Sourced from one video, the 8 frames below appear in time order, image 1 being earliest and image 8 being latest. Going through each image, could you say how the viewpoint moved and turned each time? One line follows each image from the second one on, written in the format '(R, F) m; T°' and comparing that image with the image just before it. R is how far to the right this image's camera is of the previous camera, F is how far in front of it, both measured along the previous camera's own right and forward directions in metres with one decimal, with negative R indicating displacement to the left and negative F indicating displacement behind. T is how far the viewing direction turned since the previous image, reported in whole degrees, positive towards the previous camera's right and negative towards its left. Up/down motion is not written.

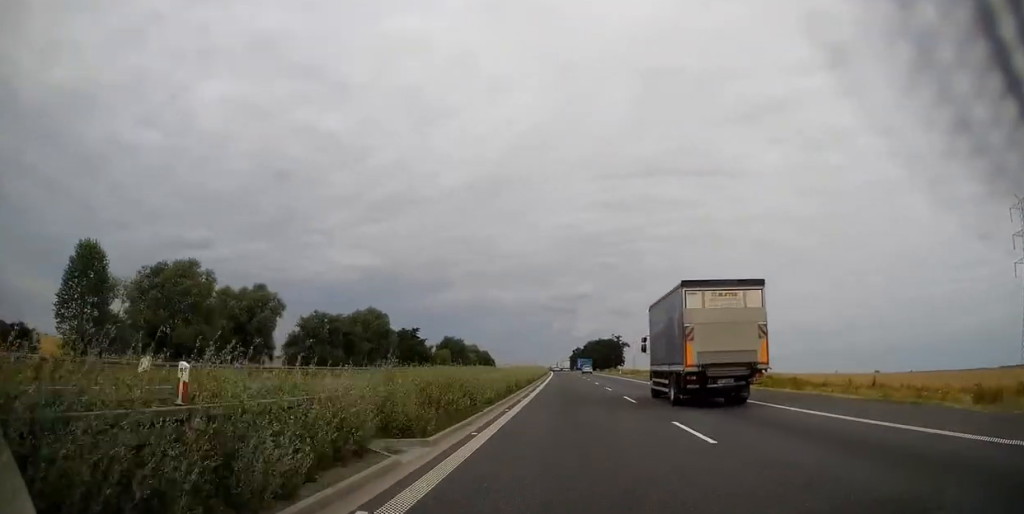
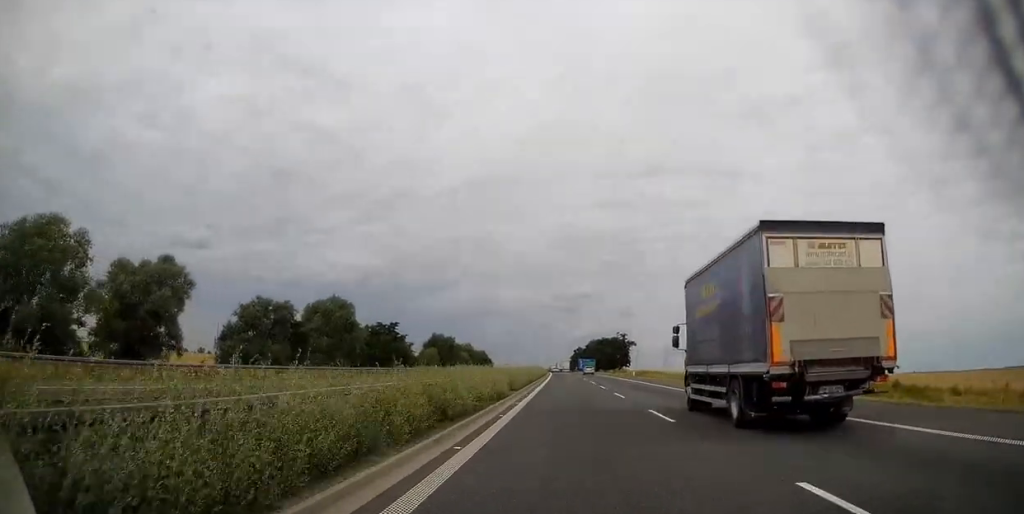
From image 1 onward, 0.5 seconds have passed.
(-0.1, +19.7) m; 0°
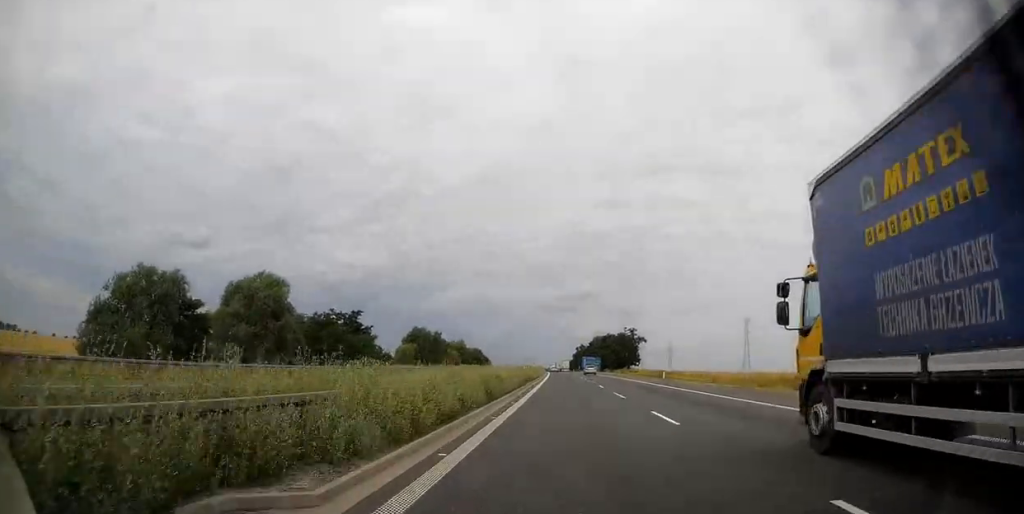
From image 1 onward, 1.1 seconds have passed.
(0.0, +25.0) m; 0°
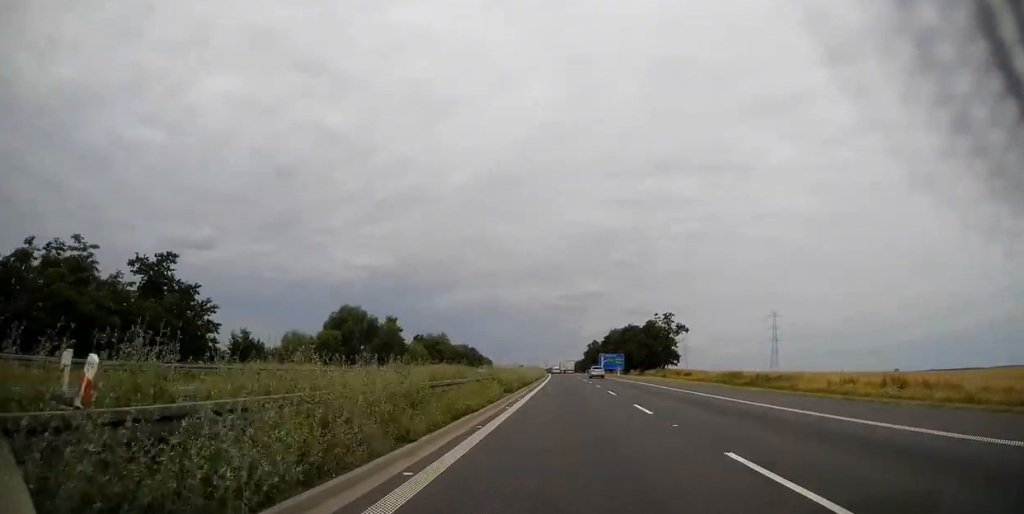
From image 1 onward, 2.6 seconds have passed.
(-0.2, +56.7) m; -1°
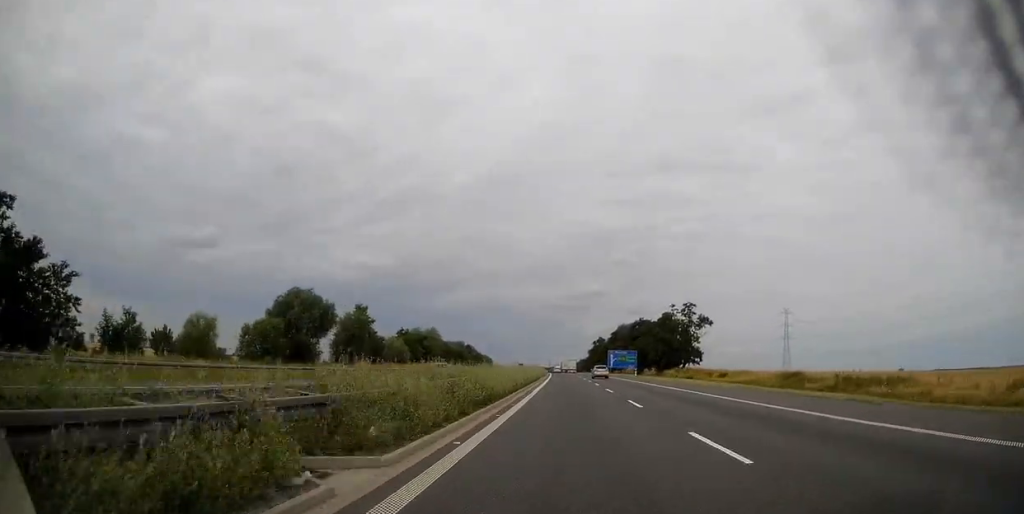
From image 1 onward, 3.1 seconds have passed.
(-0.1, +21.1) m; 0°
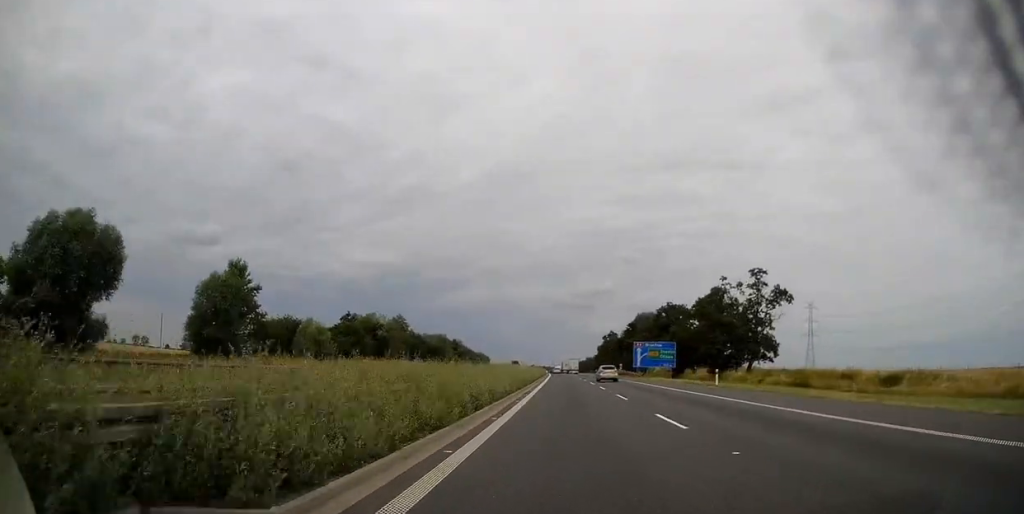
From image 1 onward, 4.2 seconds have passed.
(-0.2, +43.4) m; -1°
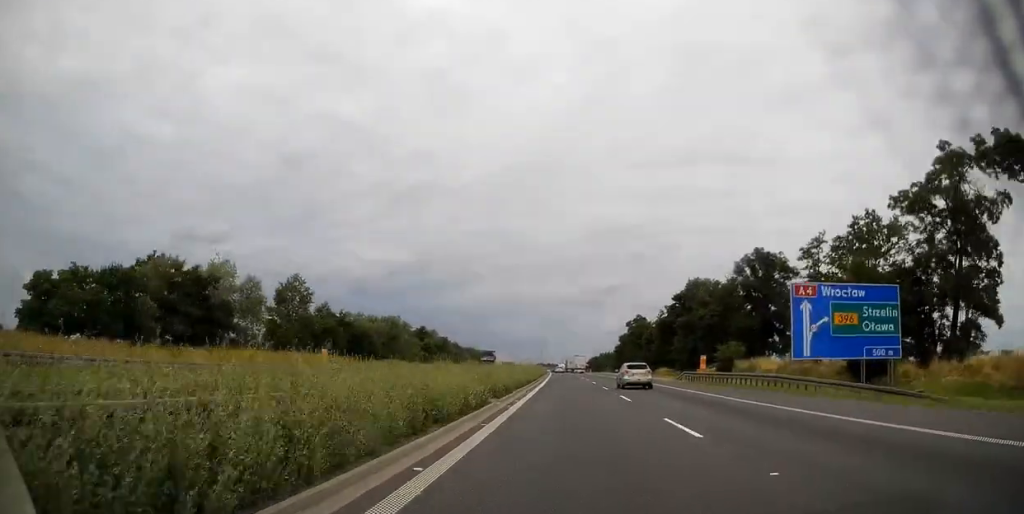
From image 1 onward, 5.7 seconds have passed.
(-0.5, +60.2) m; -1°
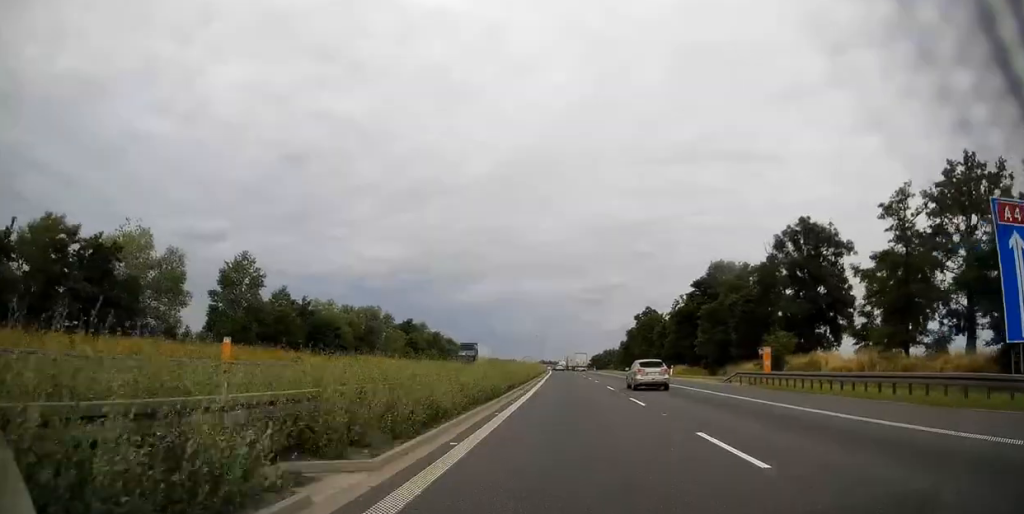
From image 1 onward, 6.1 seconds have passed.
(0.0, +15.6) m; 0°
